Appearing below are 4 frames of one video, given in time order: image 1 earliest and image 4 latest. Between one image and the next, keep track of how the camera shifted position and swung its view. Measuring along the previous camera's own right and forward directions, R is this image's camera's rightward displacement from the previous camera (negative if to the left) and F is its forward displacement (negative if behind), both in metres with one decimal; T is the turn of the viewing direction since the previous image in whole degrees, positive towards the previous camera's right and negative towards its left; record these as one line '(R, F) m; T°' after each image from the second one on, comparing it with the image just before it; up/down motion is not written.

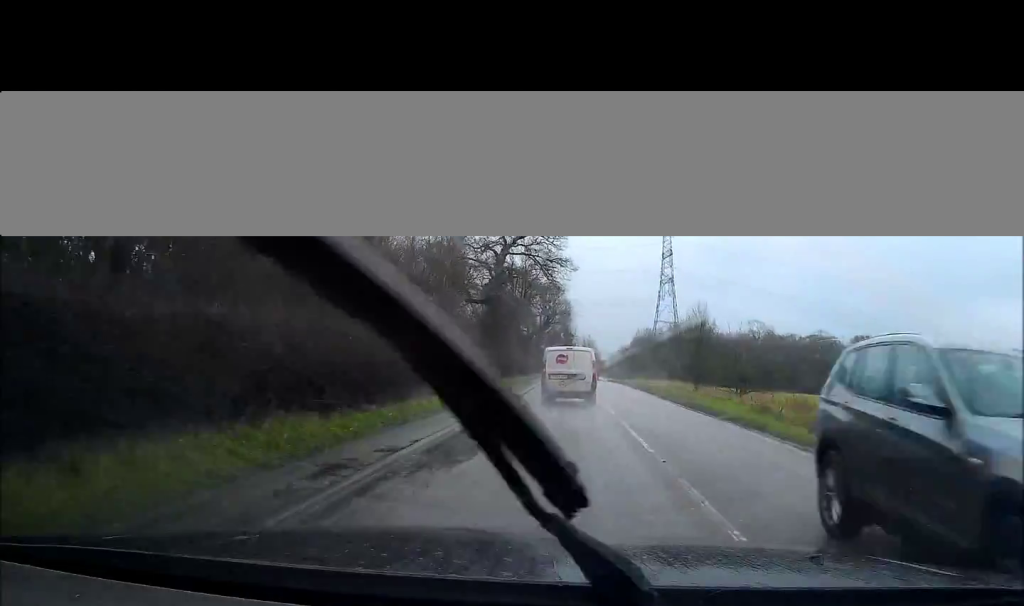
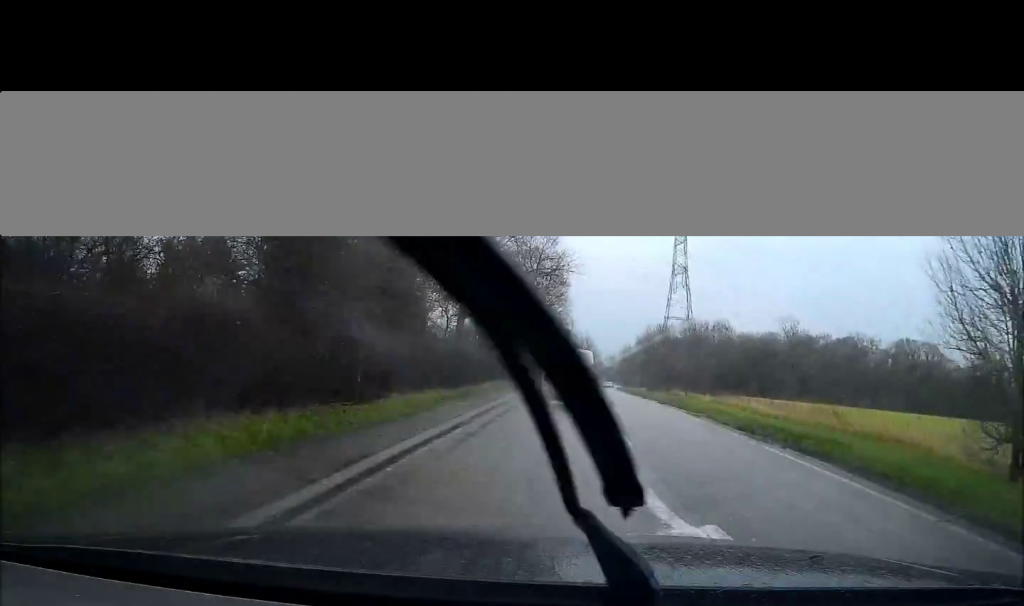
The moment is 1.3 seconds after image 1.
(-0.2, +34.8) m; 0°
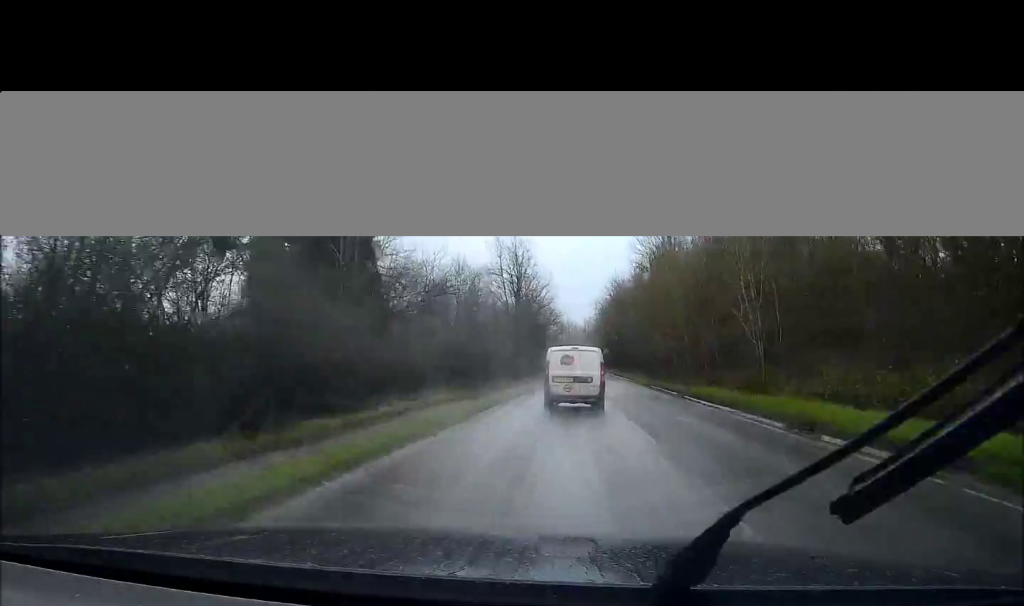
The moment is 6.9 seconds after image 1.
(+4.2, +144.4) m; +3°
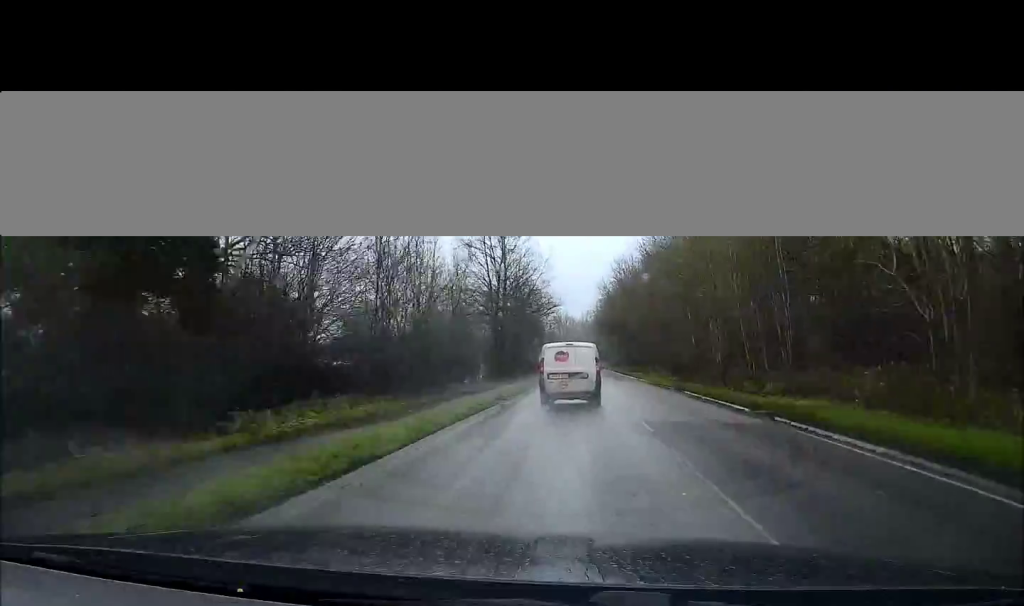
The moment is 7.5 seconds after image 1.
(-0.1, +15.2) m; 0°
